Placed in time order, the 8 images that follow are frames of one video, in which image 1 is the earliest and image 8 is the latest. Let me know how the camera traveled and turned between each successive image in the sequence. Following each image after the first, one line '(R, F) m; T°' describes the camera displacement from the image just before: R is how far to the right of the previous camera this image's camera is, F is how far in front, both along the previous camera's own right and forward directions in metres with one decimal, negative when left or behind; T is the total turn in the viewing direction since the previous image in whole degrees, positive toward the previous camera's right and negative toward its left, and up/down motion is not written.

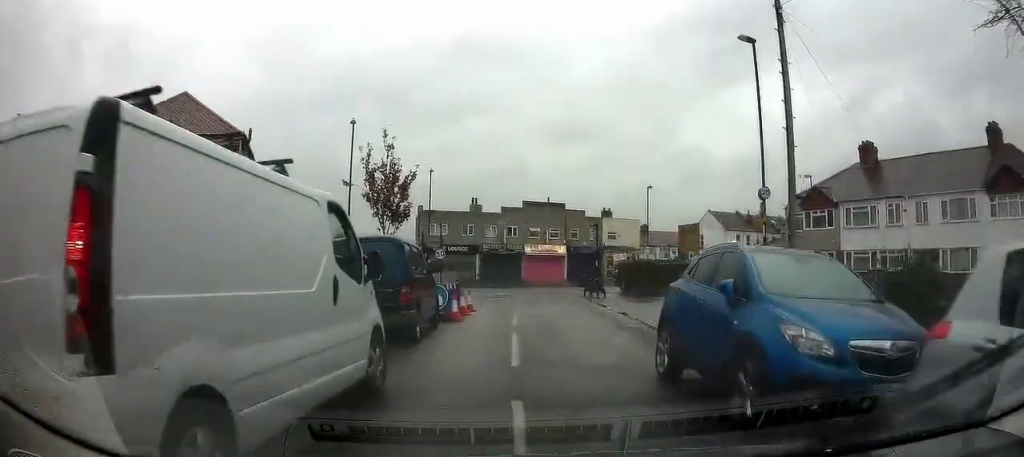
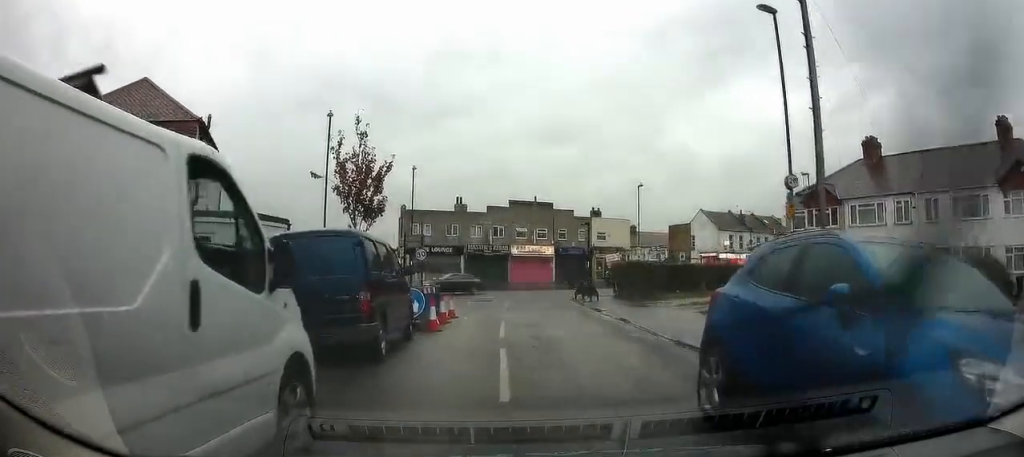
(0.0, +2.1) m; -3°
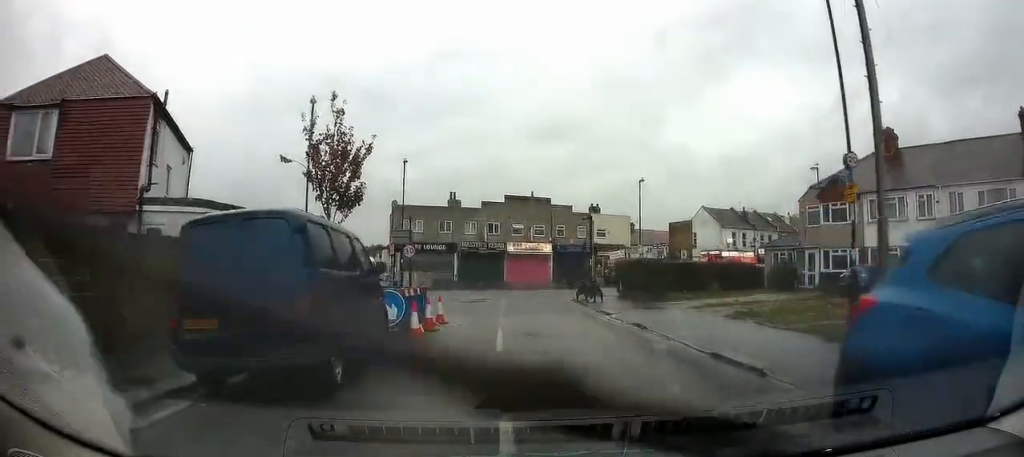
(-0.1, +2.2) m; +2°
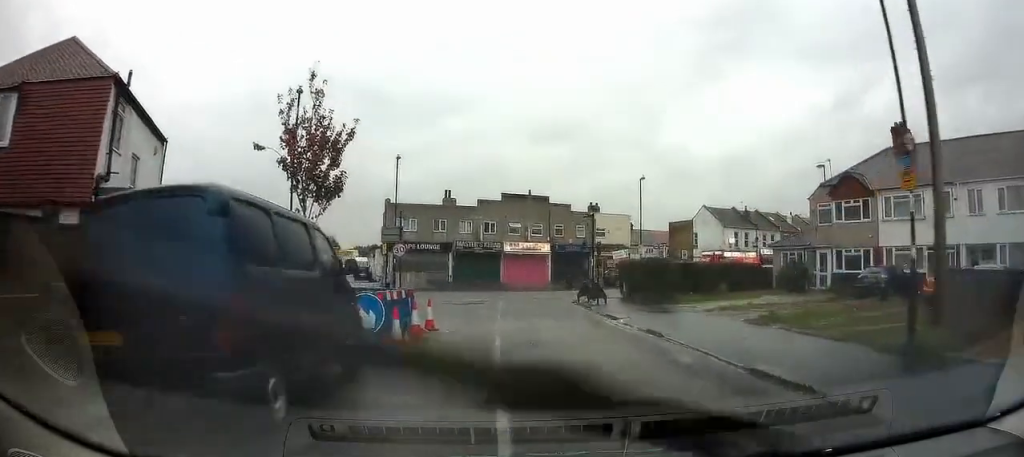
(0.0, +1.5) m; +1°
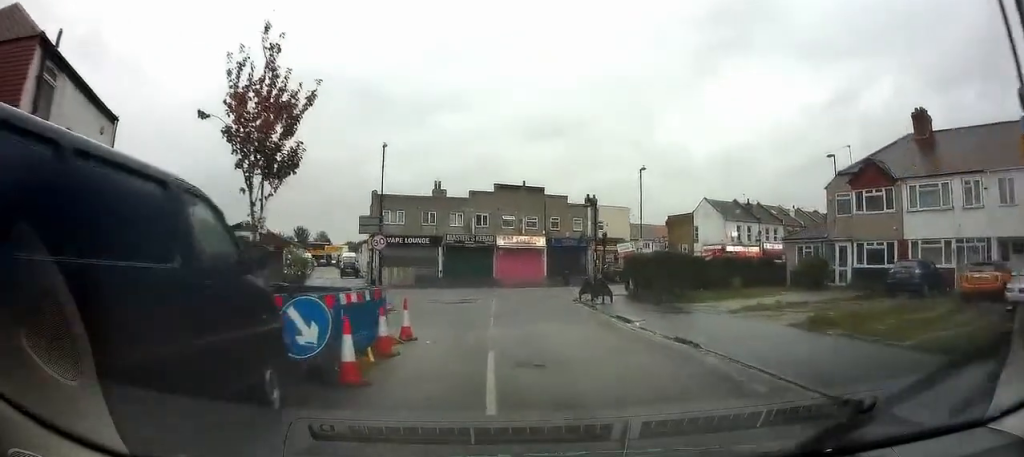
(+0.2, +2.6) m; -1°
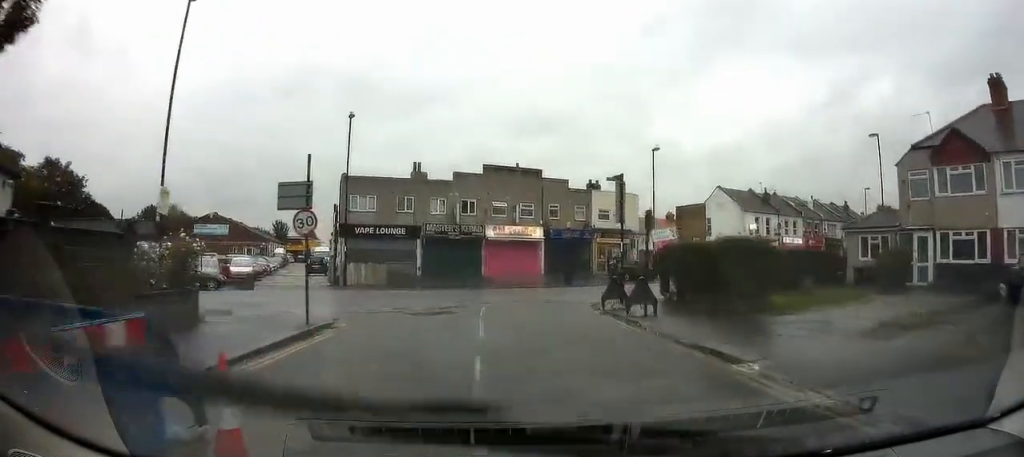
(-0.2, +7.0) m; +1°
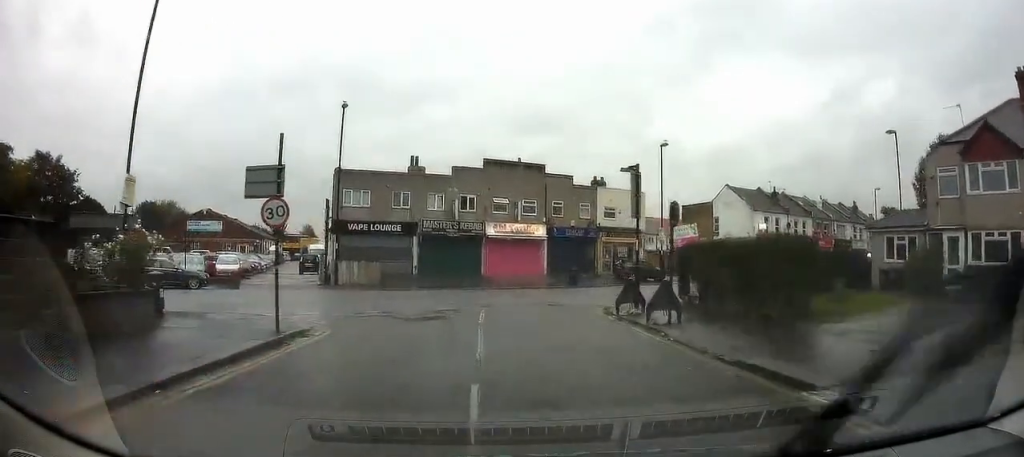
(+0.1, +2.1) m; 0°
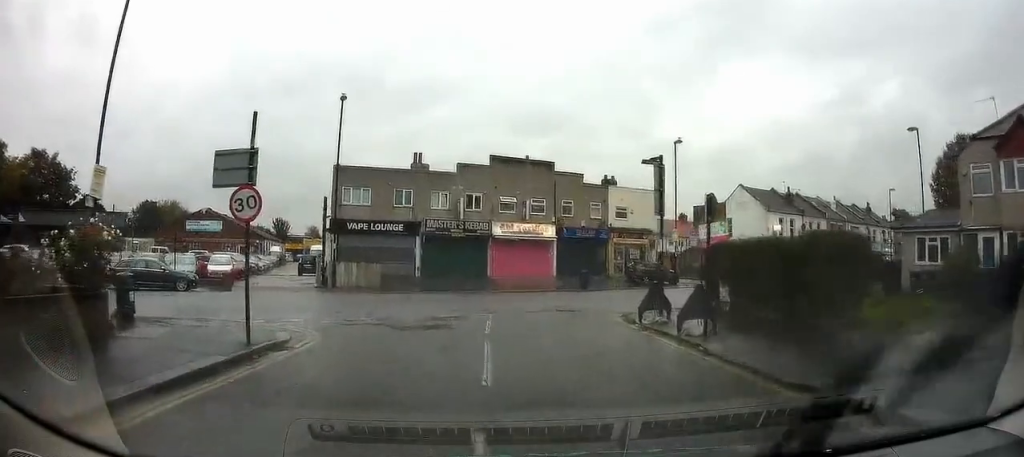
(0.0, +2.1) m; -4°
